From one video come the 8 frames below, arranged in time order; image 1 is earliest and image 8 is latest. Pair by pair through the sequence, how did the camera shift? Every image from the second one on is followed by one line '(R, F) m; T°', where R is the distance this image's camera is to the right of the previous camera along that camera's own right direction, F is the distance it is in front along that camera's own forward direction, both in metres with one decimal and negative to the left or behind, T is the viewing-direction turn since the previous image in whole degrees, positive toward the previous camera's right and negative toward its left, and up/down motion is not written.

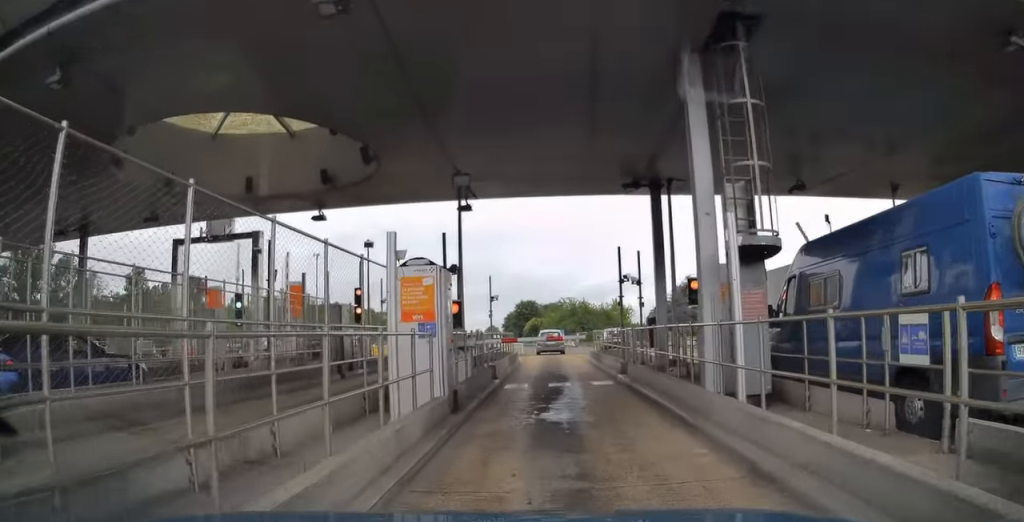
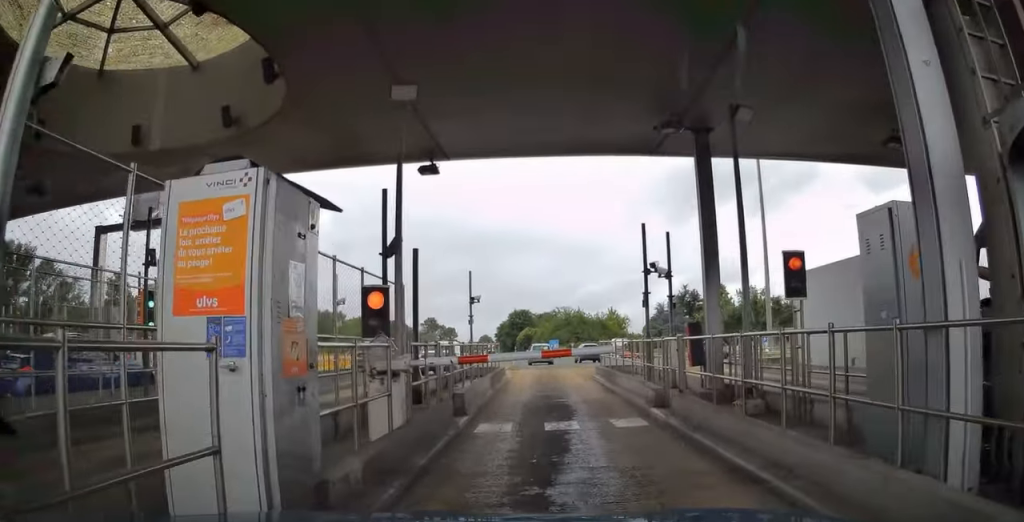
(0.0, +6.8) m; +2°
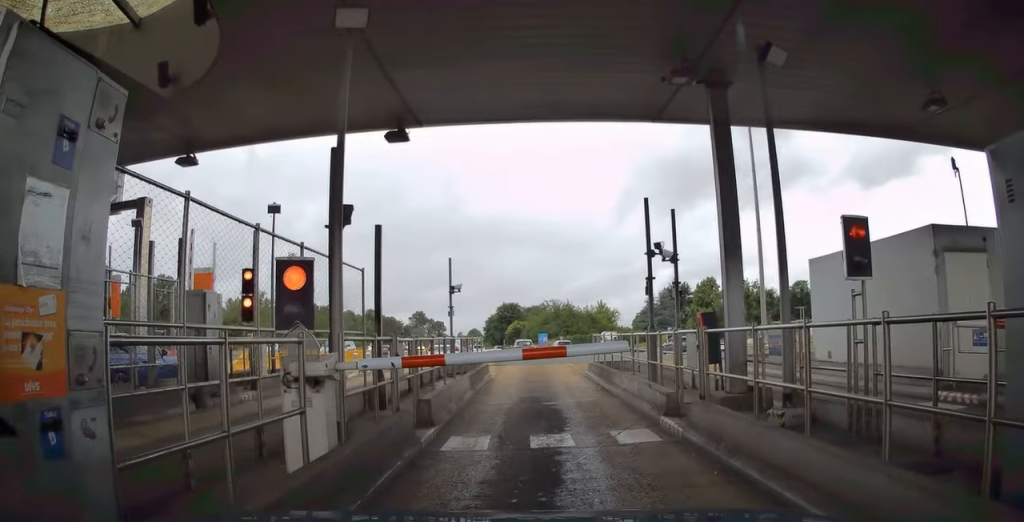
(0.0, +3.1) m; +2°
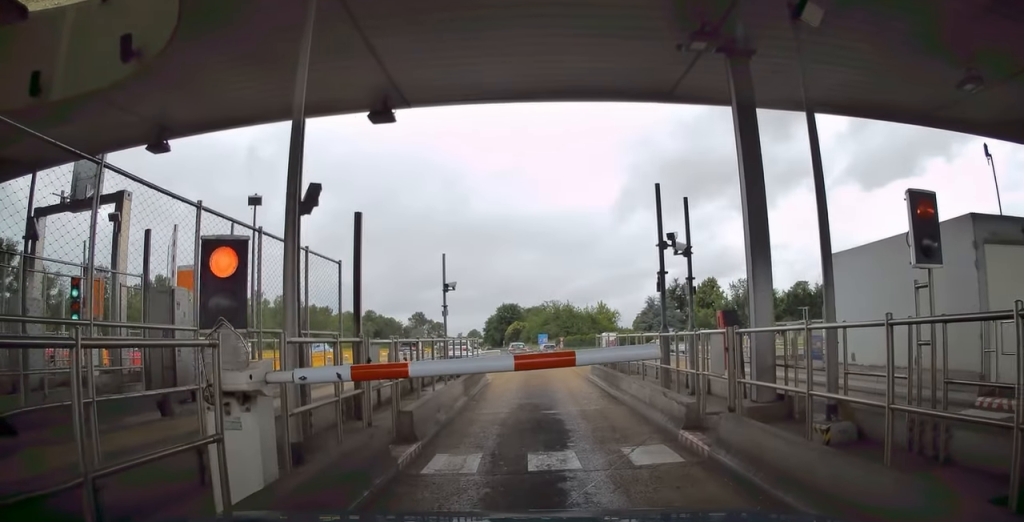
(+0.1, +2.8) m; +2°
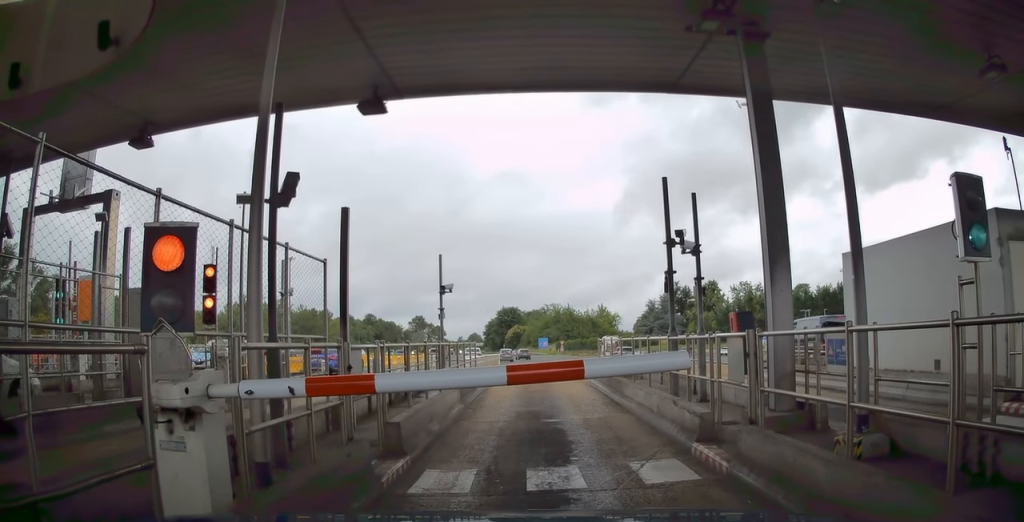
(-0.1, +3.6) m; -2°
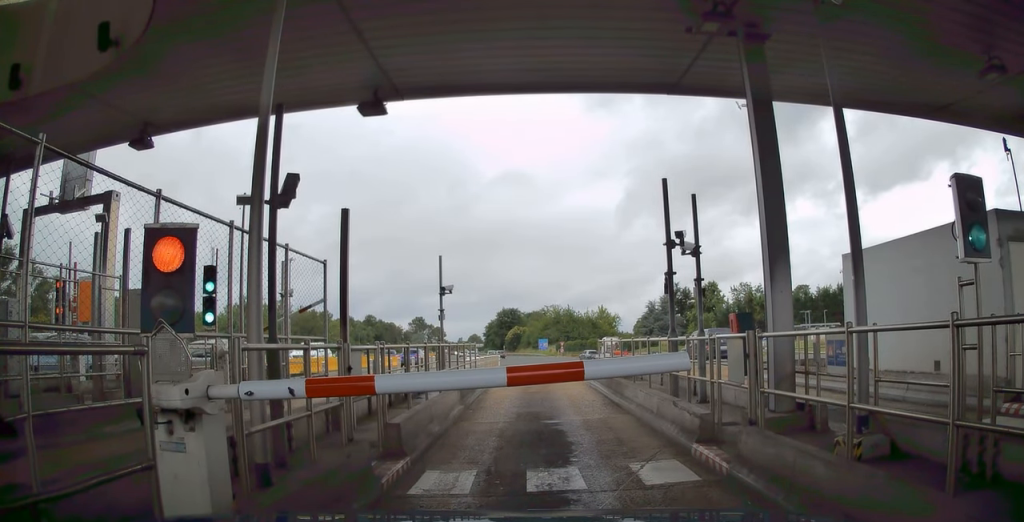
(-0.3, +0.7) m; 0°
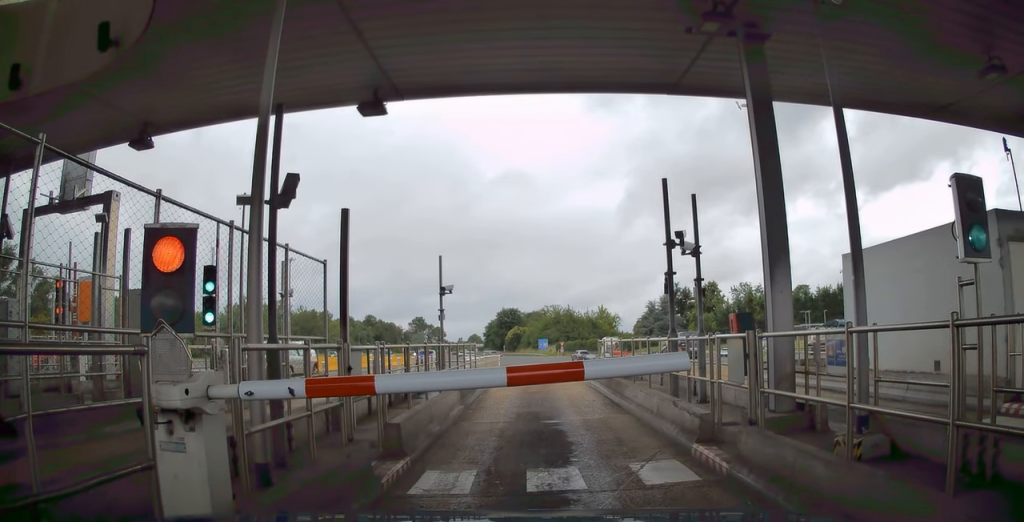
(-0.1, -0.2) m; 0°
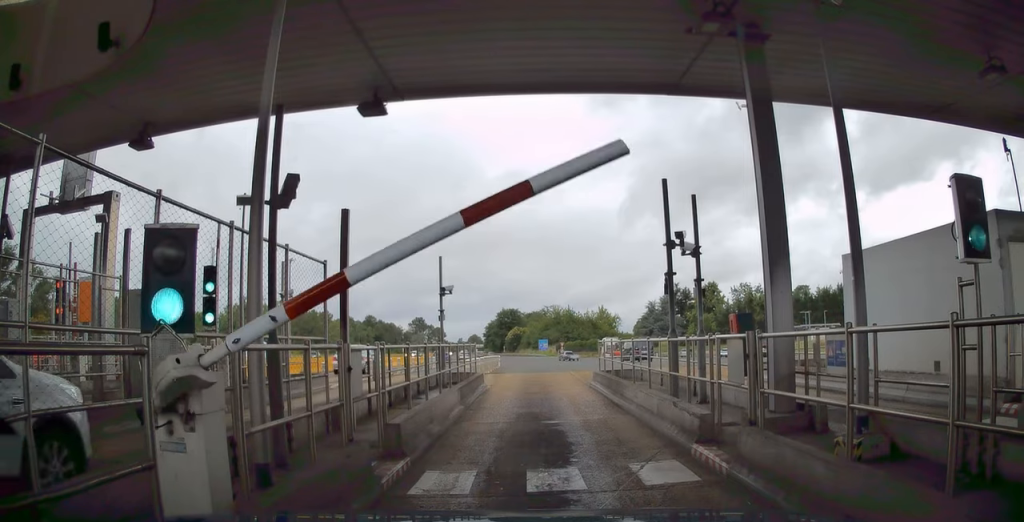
(0.0, 0.0) m; 0°
